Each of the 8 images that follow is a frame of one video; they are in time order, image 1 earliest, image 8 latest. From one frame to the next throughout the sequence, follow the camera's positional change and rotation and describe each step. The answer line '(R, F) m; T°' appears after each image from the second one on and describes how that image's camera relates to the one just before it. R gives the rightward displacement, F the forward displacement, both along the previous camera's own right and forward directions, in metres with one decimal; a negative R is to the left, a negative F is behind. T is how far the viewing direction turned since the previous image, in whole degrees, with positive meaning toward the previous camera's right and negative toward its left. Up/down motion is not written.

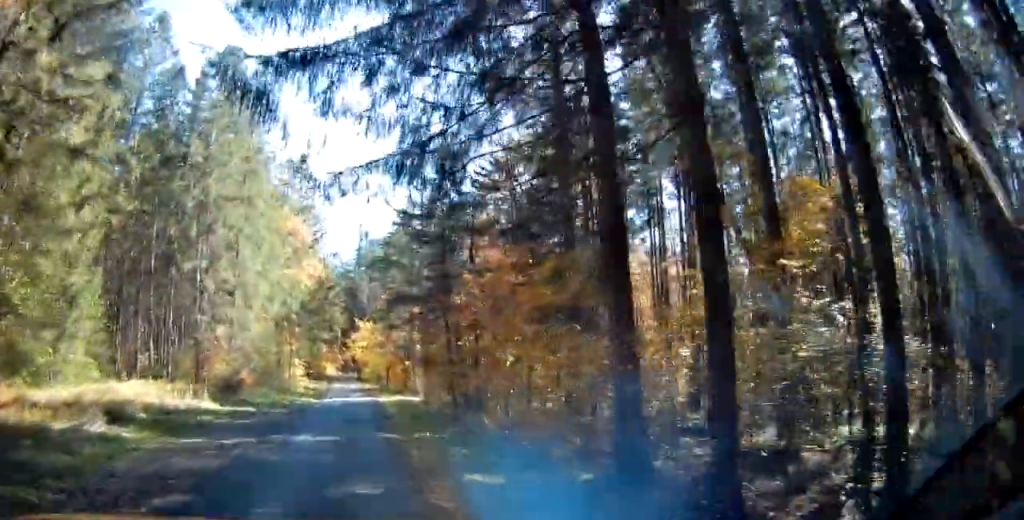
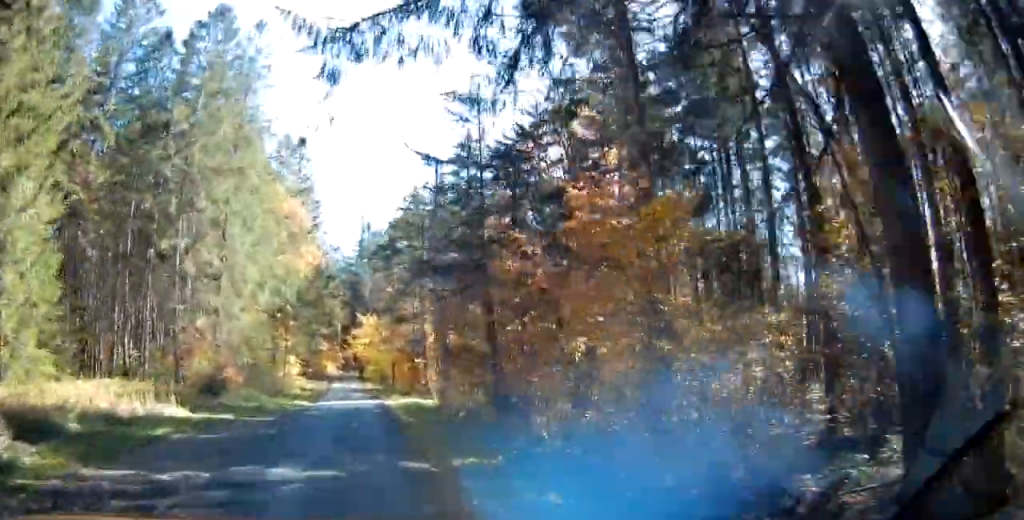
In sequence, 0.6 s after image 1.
(0.0, +6.7) m; 0°
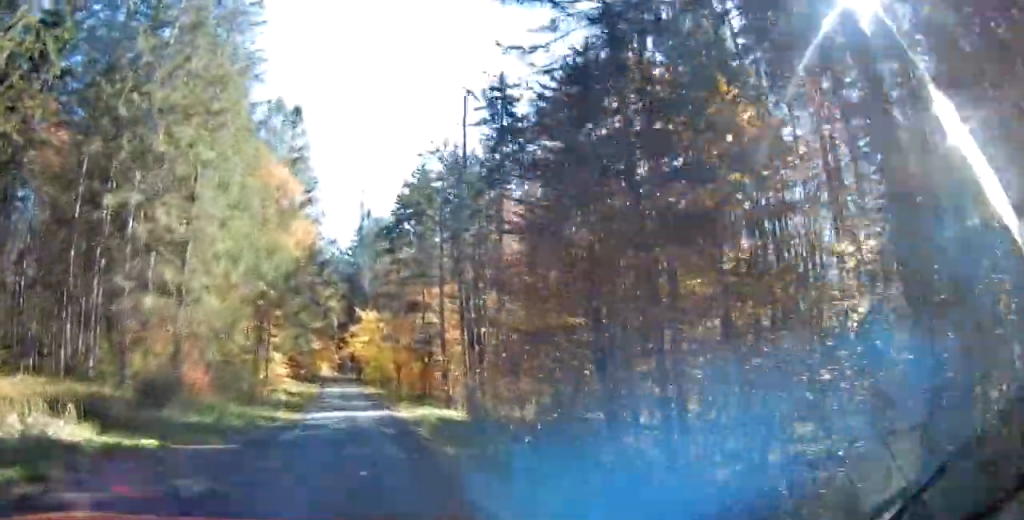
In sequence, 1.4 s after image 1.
(0.0, +9.6) m; +2°
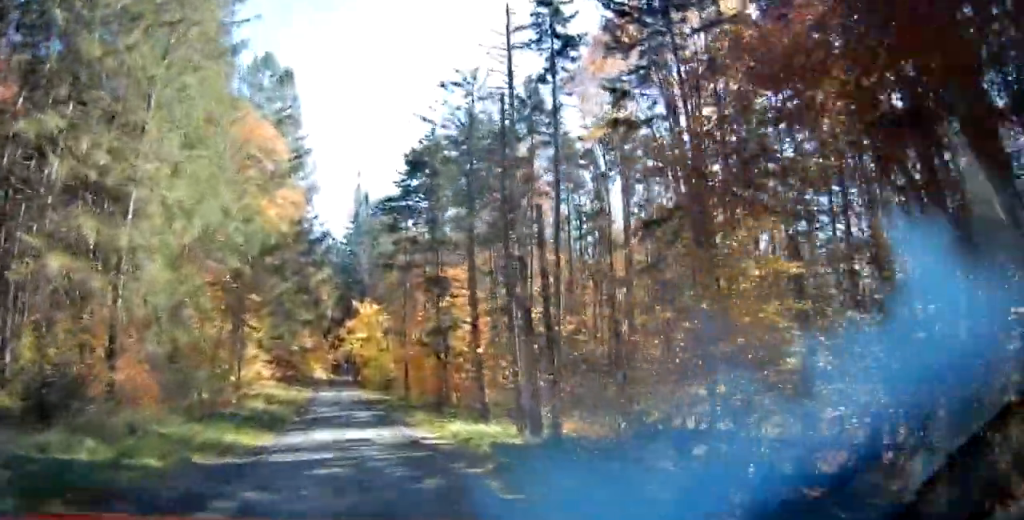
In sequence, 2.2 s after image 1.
(+0.2, +9.3) m; +1°
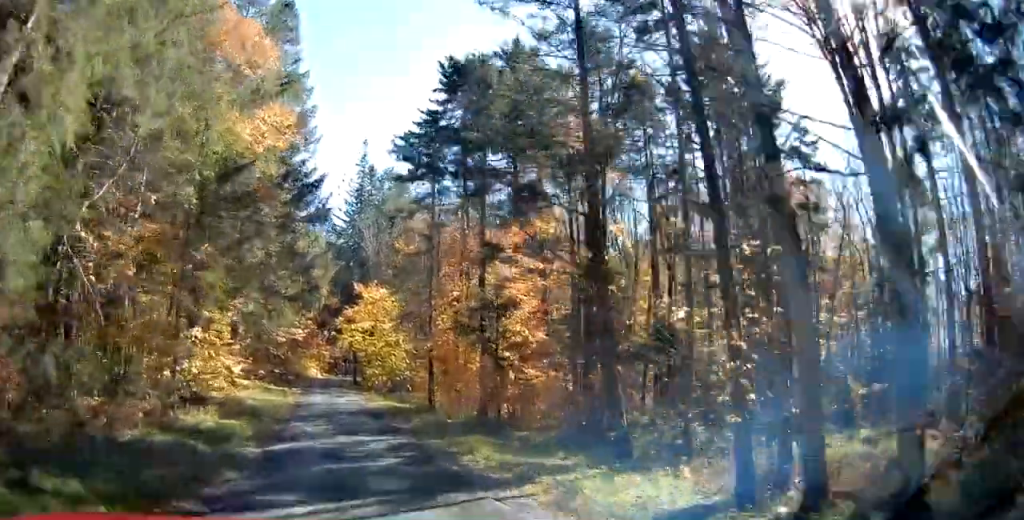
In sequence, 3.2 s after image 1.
(+0.2, +12.5) m; 0°
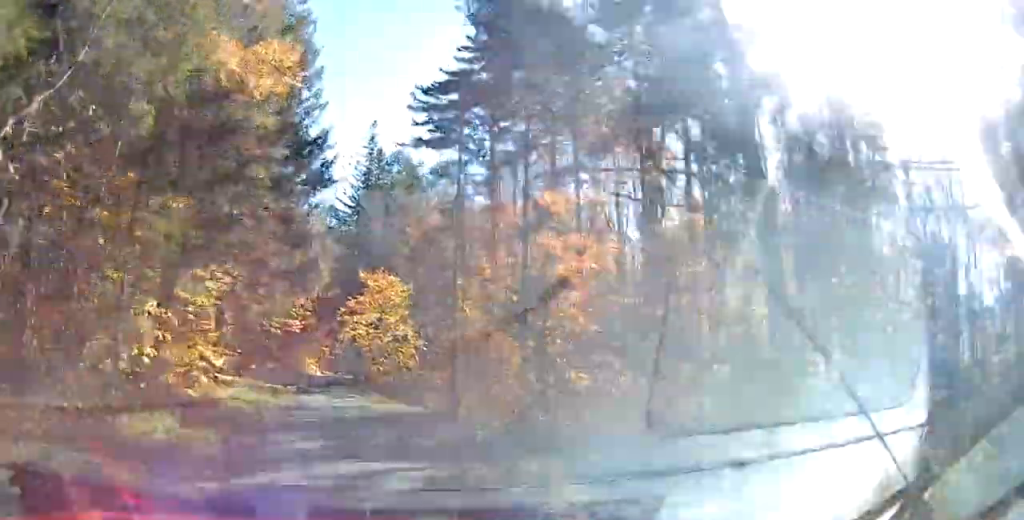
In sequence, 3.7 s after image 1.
(-0.1, +5.7) m; -1°
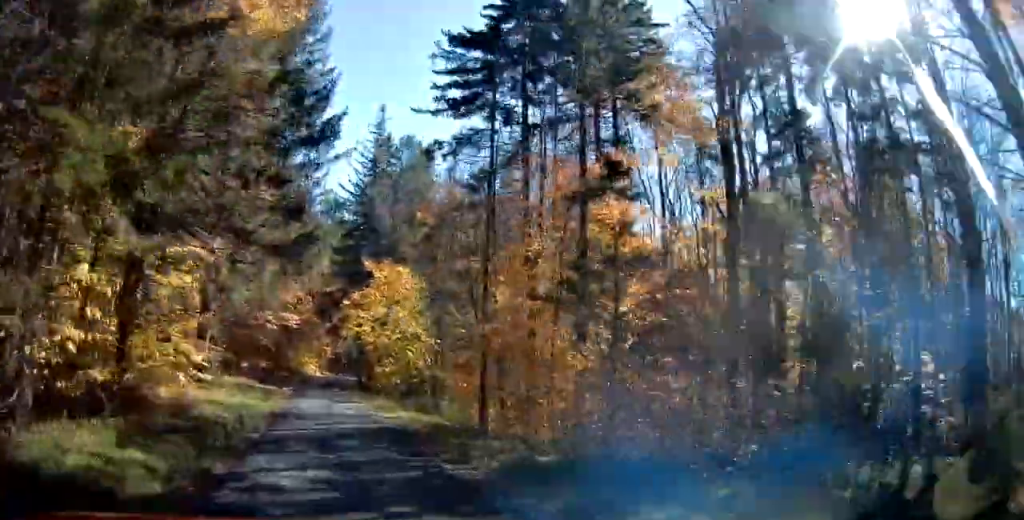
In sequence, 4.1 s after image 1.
(0.0, +4.9) m; 0°
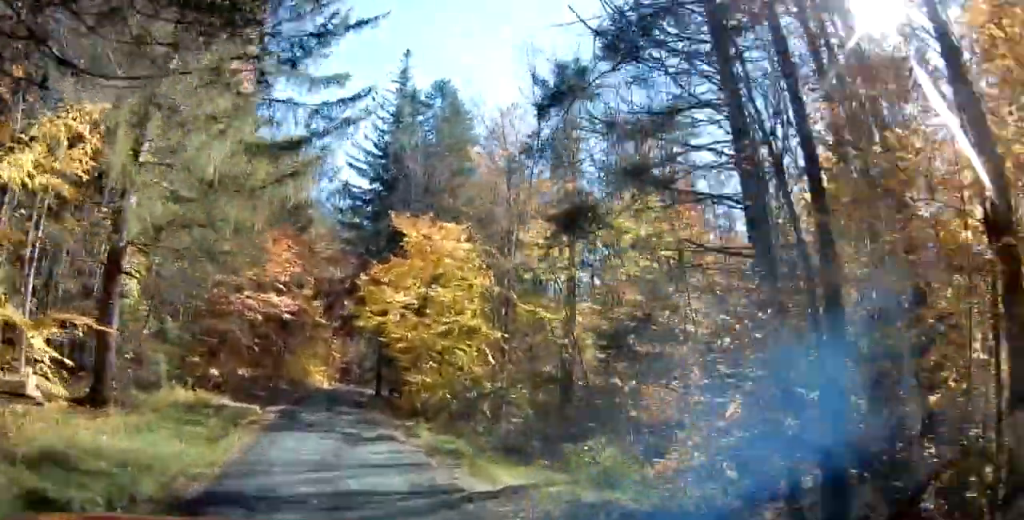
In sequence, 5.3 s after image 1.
(+0.1, +14.8) m; -2°
